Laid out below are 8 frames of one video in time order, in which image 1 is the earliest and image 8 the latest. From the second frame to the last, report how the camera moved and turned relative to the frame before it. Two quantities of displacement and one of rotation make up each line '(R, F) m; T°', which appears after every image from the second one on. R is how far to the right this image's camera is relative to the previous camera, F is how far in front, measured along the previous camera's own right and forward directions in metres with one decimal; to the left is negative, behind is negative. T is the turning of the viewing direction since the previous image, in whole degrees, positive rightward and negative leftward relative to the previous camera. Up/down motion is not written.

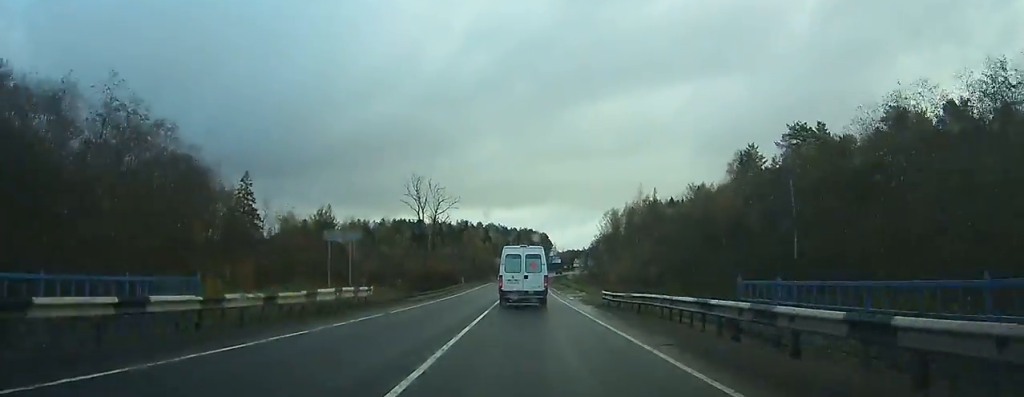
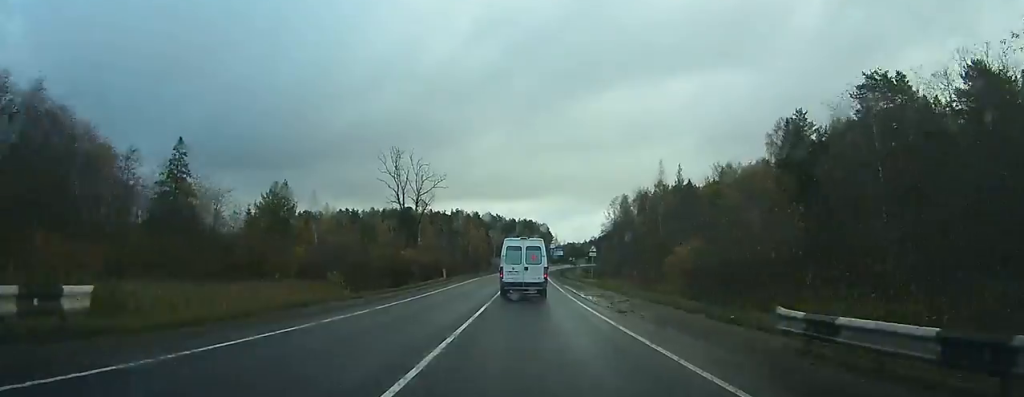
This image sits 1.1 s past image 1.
(+0.1, +20.0) m; 0°
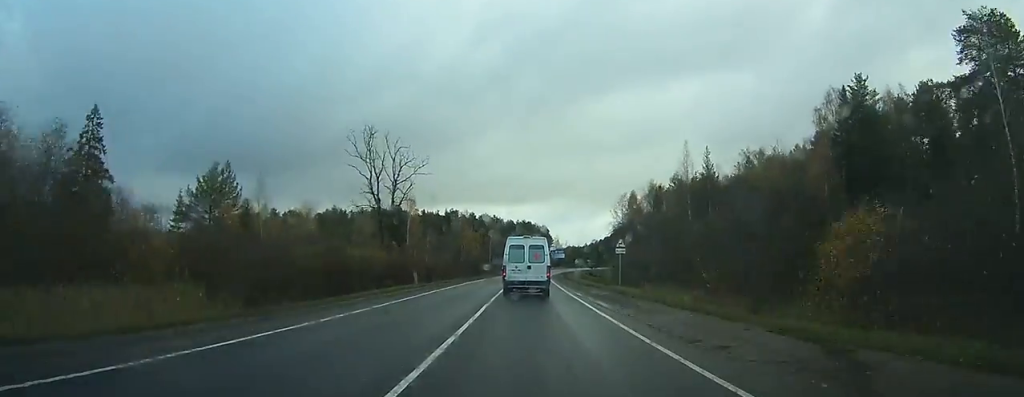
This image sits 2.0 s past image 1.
(+0.1, +17.6) m; 0°
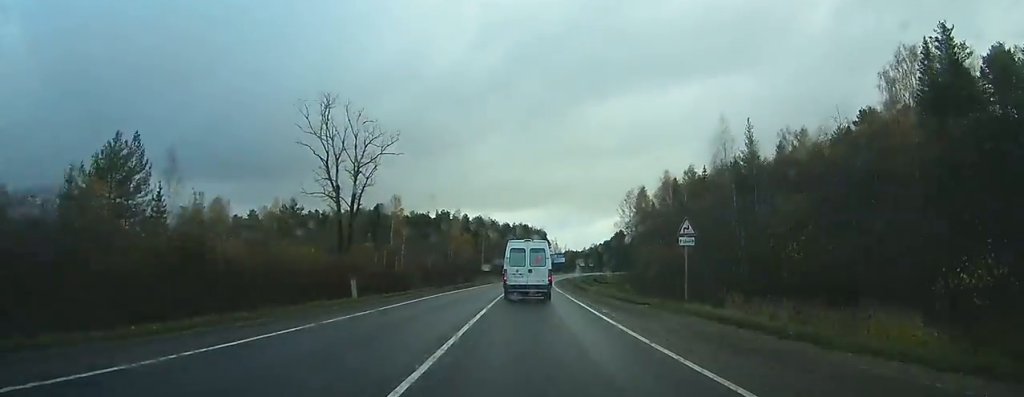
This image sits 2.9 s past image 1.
(0.0, +17.8) m; 0°
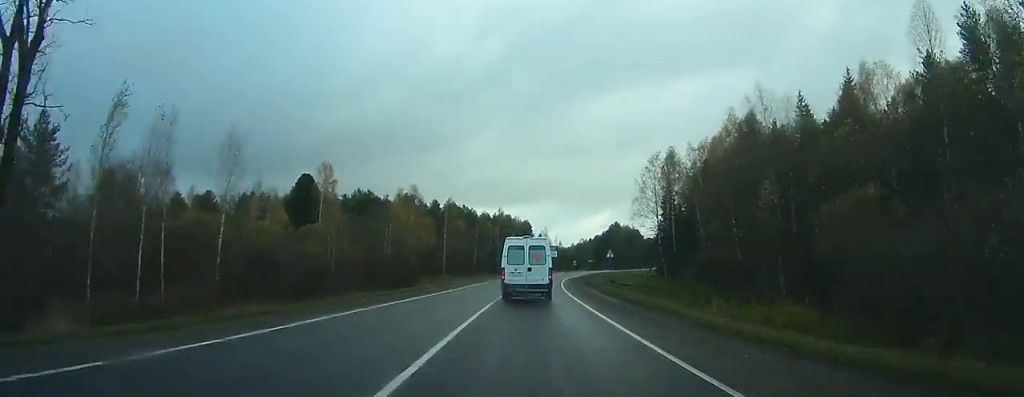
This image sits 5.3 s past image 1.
(+0.5, +46.1) m; +2°
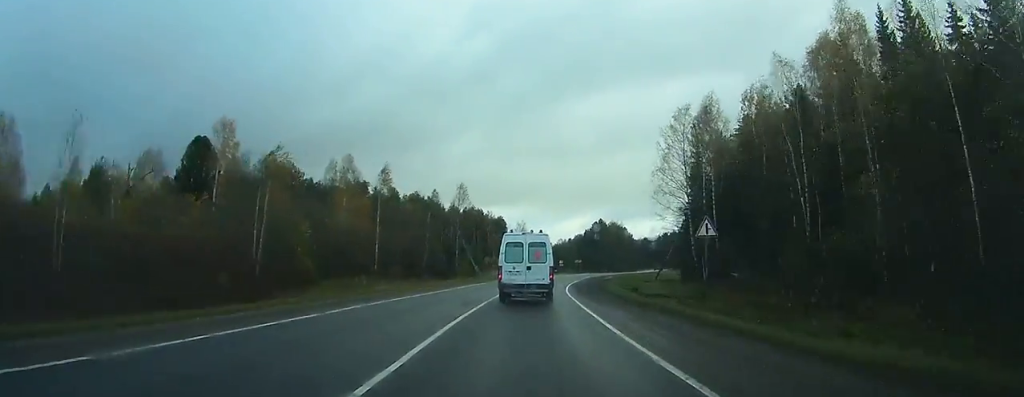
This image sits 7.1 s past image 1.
(+0.5, +33.1) m; +2°
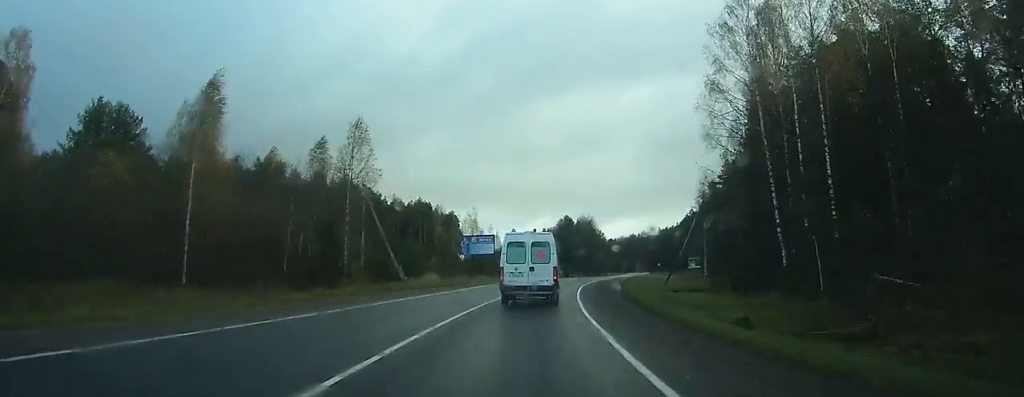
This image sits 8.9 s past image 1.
(+0.8, +35.1) m; +4°
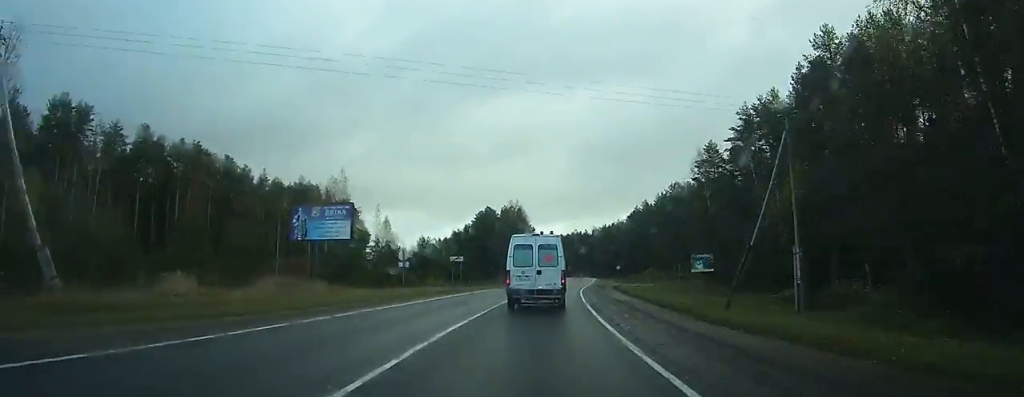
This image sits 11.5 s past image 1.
(+2.9, +46.2) m; +8°
